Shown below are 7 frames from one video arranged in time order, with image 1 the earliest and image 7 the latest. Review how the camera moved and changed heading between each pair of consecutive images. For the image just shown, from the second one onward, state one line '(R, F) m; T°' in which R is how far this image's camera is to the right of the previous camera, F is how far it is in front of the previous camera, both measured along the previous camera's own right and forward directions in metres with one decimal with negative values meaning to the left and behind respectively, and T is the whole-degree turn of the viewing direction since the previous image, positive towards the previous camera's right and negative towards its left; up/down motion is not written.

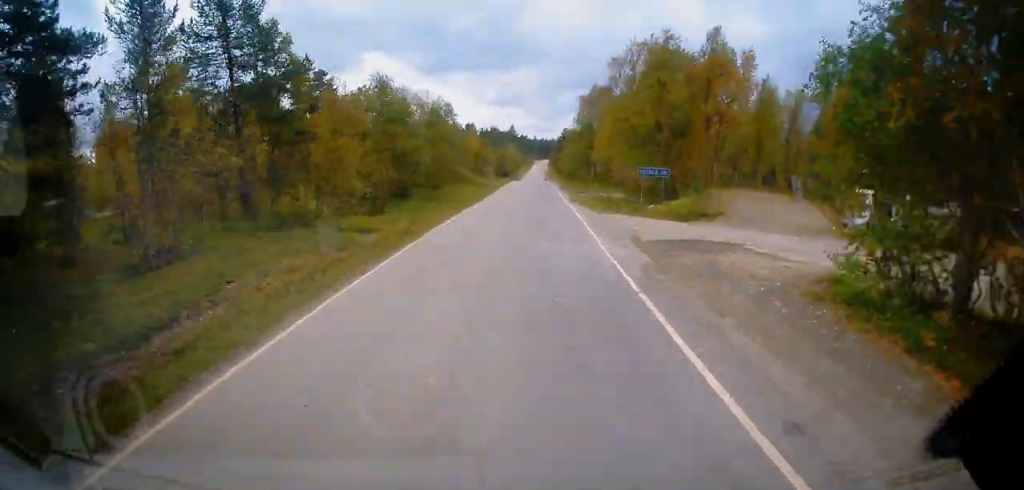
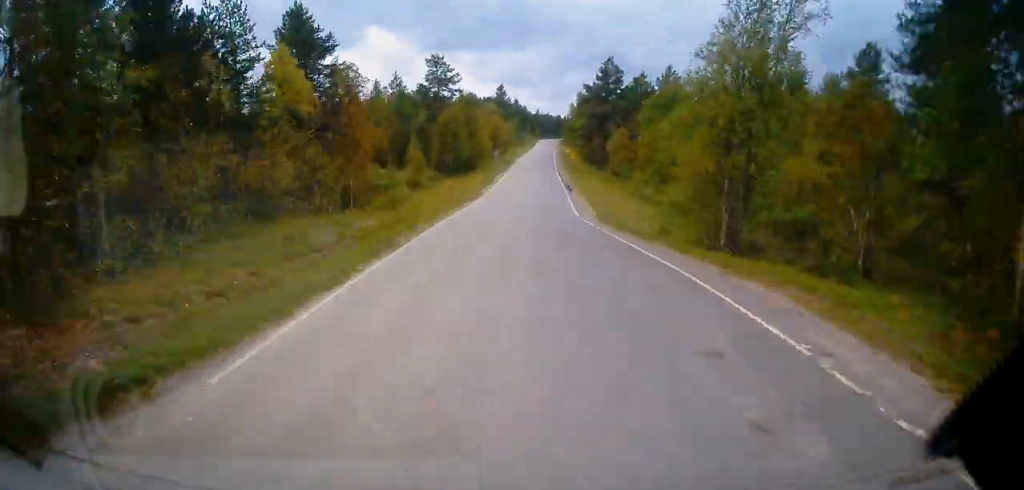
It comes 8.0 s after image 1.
(+1.5, +99.2) m; +1°
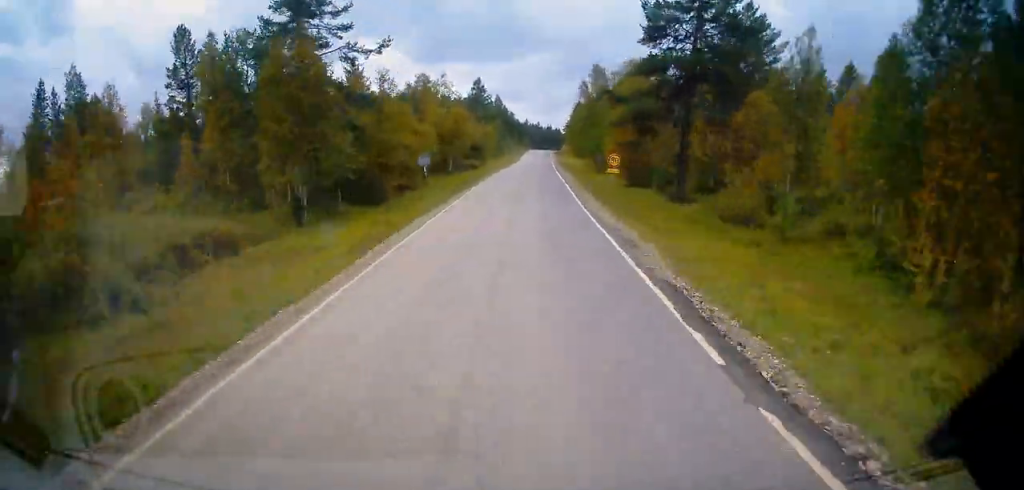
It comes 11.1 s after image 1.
(0.0, +41.6) m; 0°
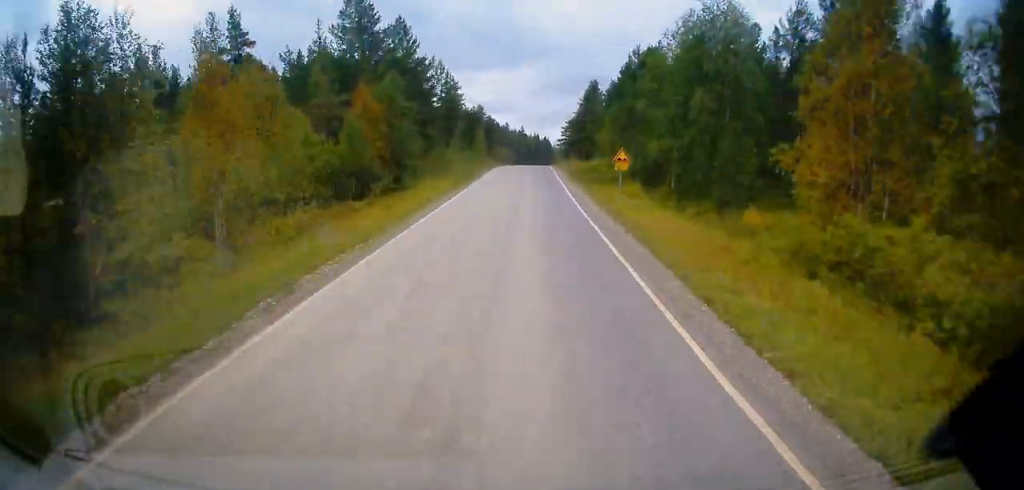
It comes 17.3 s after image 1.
(0.0, +82.0) m; 0°
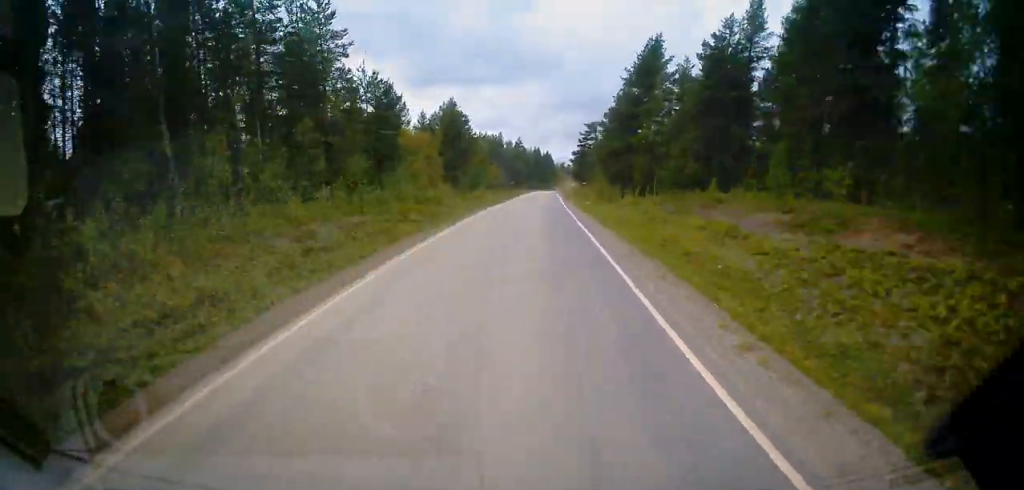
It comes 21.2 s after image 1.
(-0.3, +51.5) m; +1°
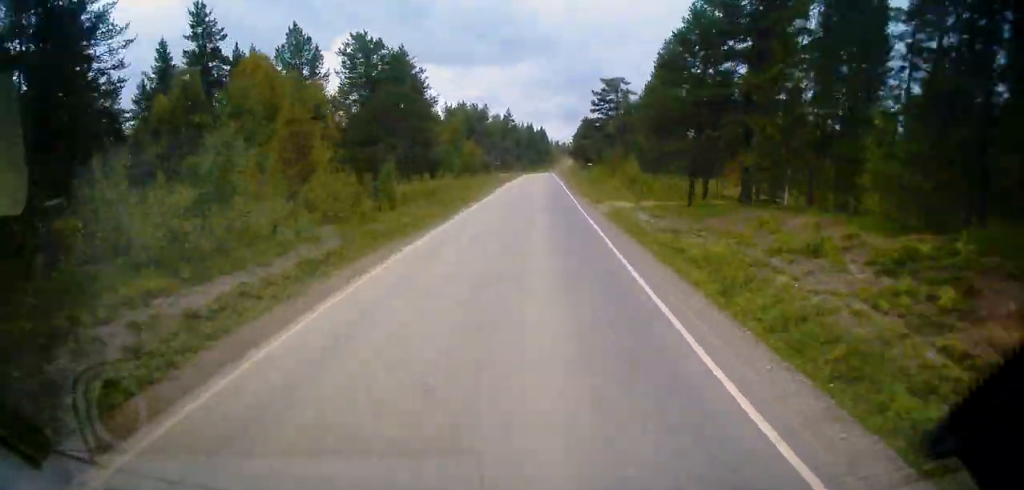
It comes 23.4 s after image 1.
(+0.5, +28.2) m; +1°
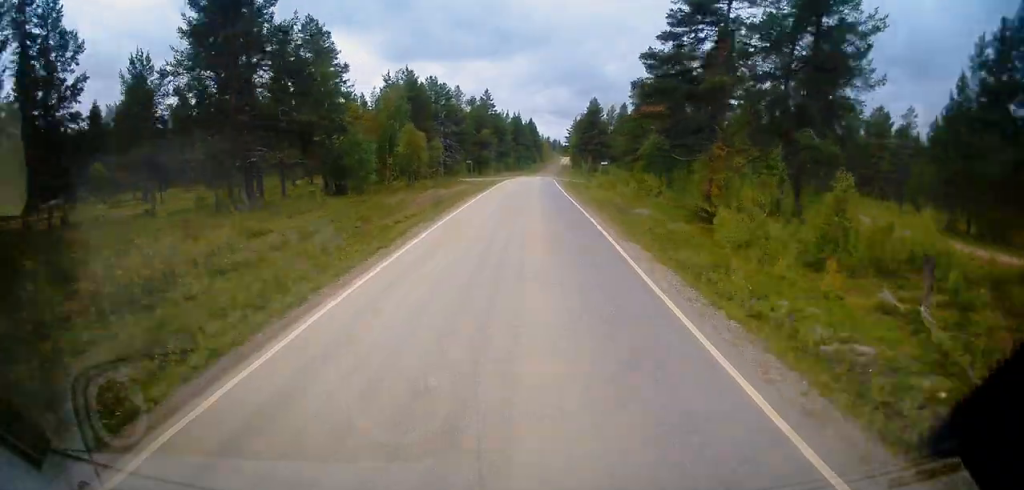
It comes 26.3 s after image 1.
(+0.4, +34.9) m; +1°
